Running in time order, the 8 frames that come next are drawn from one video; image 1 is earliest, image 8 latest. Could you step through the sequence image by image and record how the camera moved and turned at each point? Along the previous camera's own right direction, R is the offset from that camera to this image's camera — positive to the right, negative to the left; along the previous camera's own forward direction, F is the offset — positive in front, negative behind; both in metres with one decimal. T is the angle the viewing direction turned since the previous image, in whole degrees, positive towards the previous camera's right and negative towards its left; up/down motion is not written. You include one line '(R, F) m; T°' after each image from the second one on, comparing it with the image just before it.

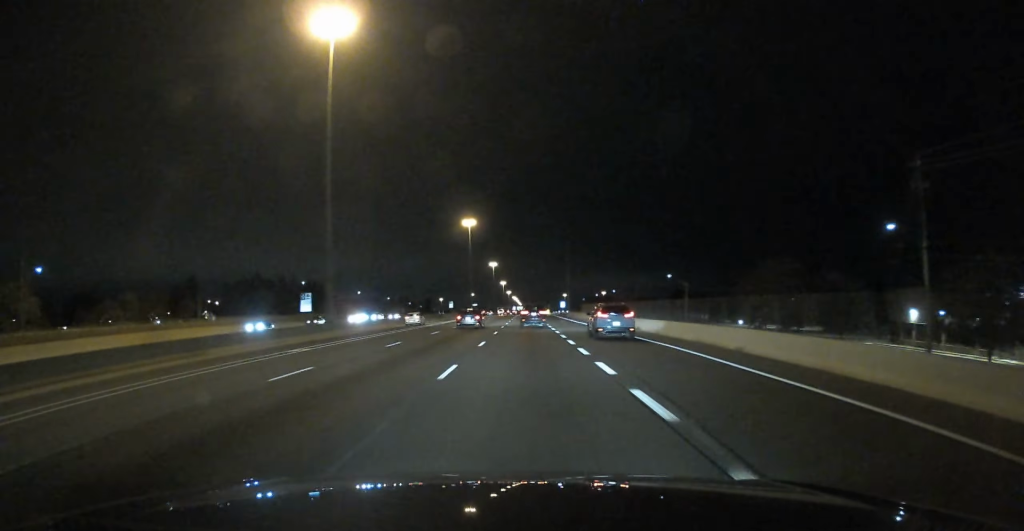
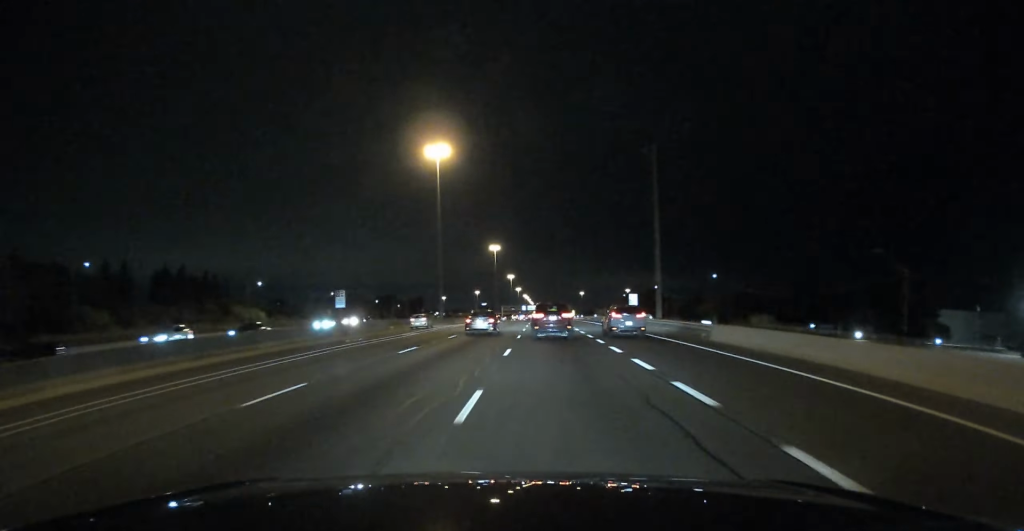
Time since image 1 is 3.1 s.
(-0.4, +102.8) m; 0°
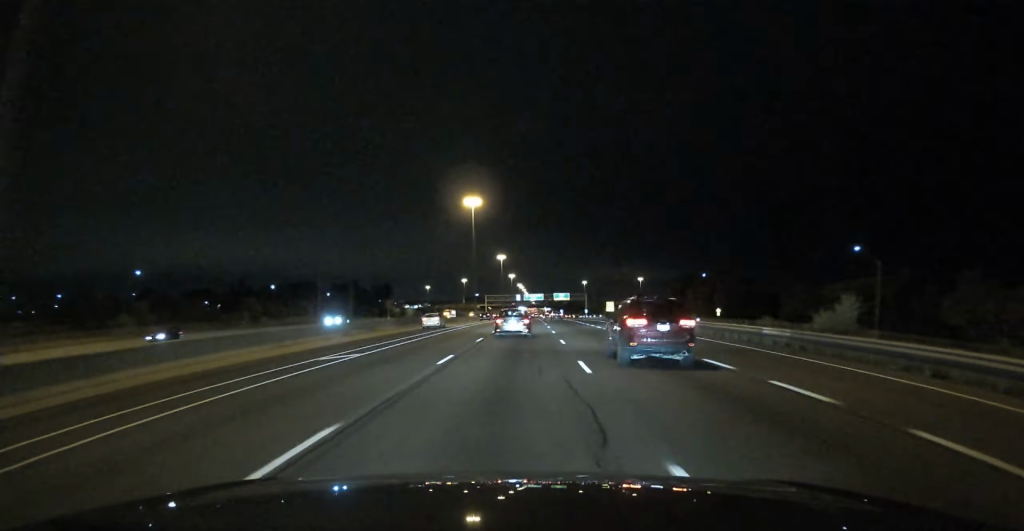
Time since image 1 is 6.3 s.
(-0.3, +107.8) m; 0°
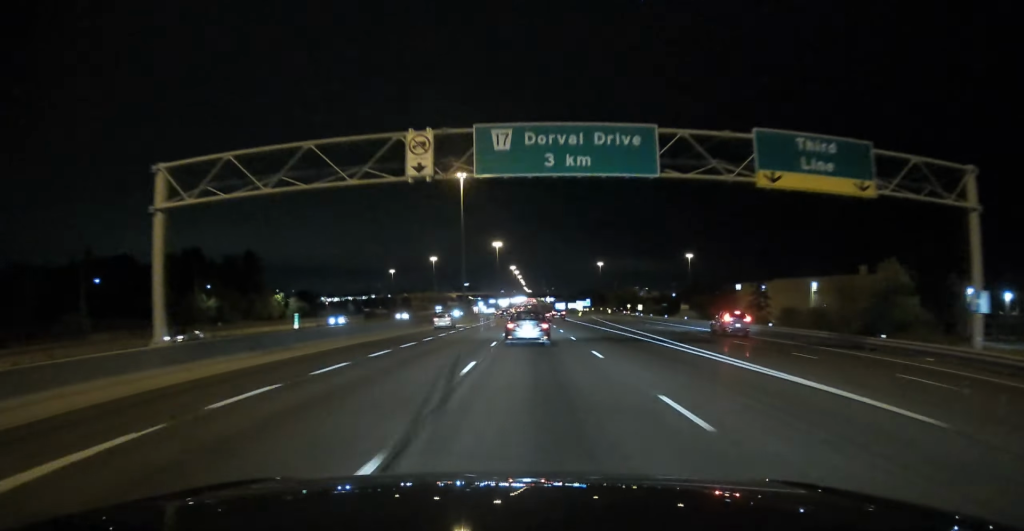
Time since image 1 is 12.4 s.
(+0.3, +202.0) m; 0°
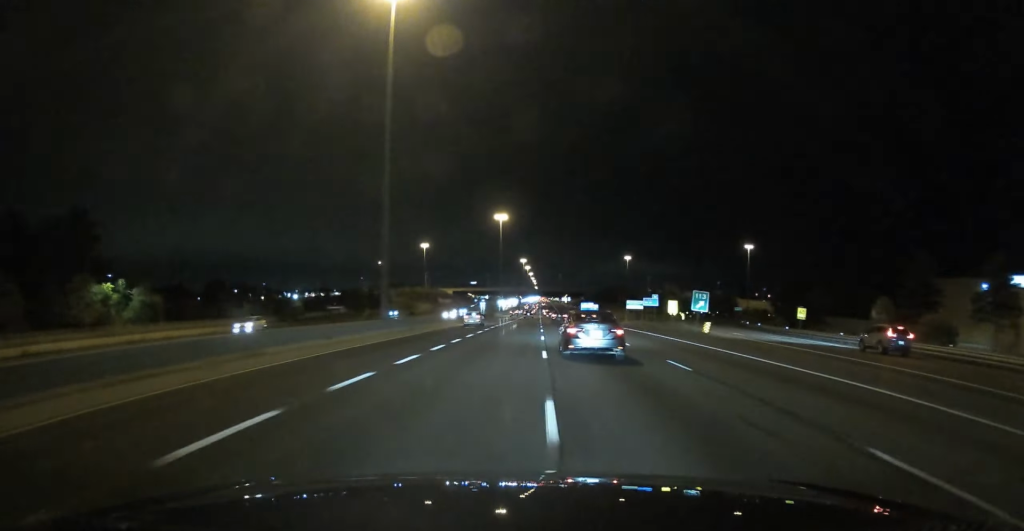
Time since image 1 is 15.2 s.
(-0.6, +92.6) m; 0°
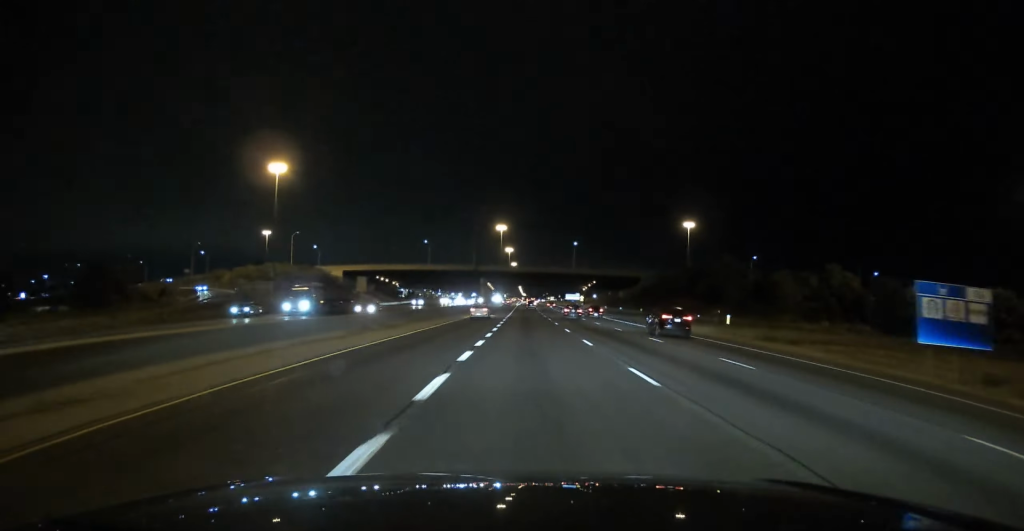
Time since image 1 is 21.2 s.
(+1.3, +210.9) m; +1°
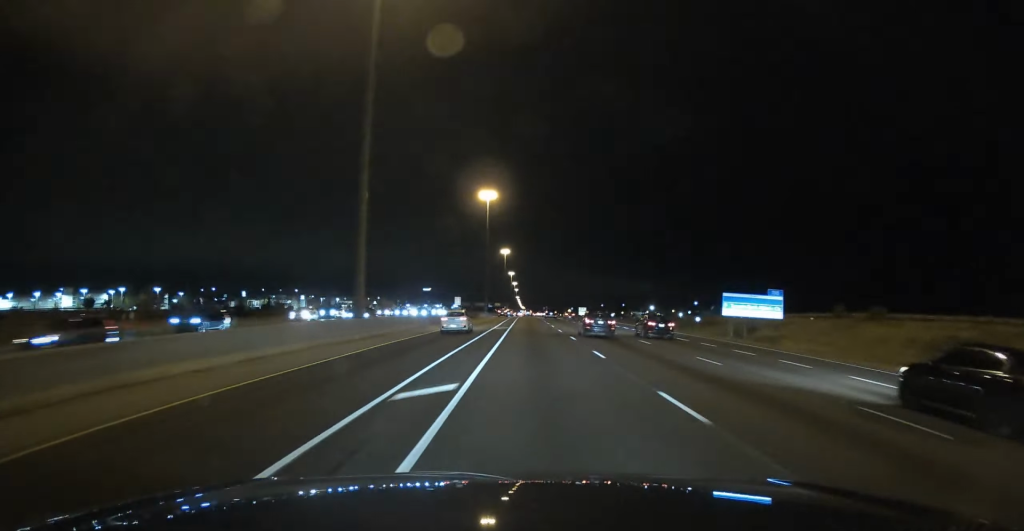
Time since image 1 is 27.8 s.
(+0.7, +234.3) m; 0°
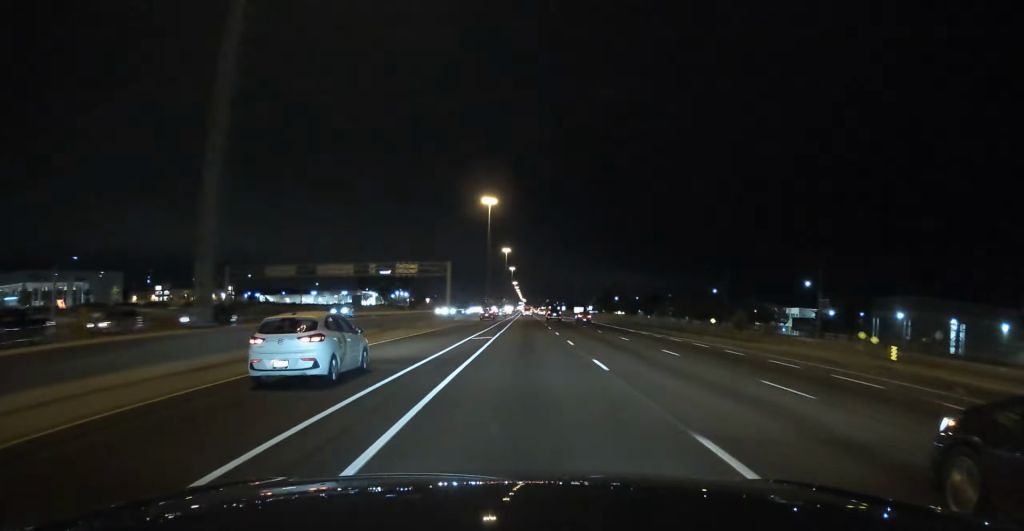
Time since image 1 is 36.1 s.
(-0.4, +292.3) m; 0°
